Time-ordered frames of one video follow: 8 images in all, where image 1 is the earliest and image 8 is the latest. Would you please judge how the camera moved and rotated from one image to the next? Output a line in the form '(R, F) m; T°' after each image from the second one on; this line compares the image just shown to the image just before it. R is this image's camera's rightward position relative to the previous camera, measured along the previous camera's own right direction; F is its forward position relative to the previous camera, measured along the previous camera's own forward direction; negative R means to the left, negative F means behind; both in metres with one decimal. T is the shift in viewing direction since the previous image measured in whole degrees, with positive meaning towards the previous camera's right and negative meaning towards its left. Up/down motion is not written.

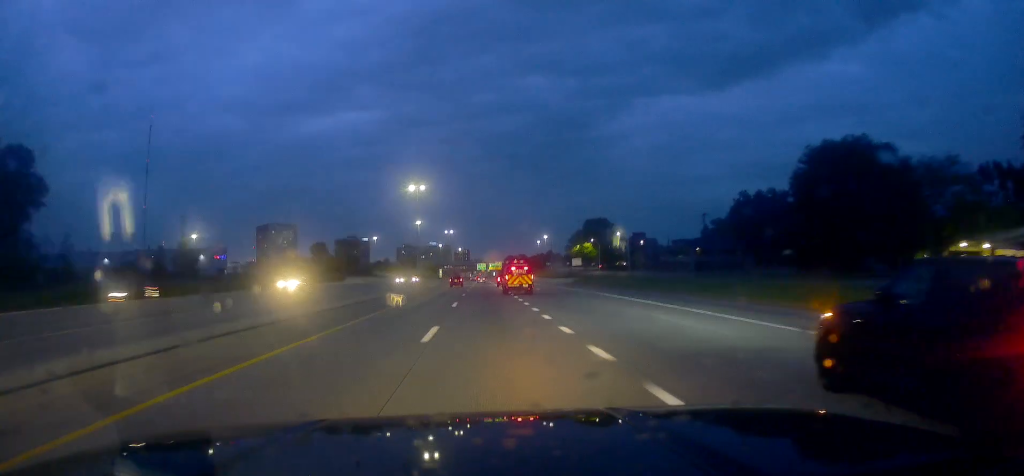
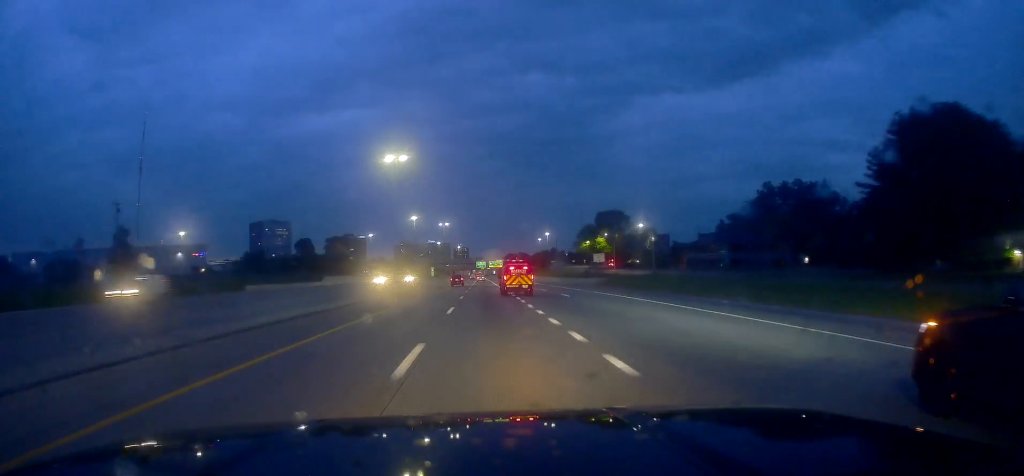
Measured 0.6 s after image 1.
(-0.7, +20.3) m; -1°
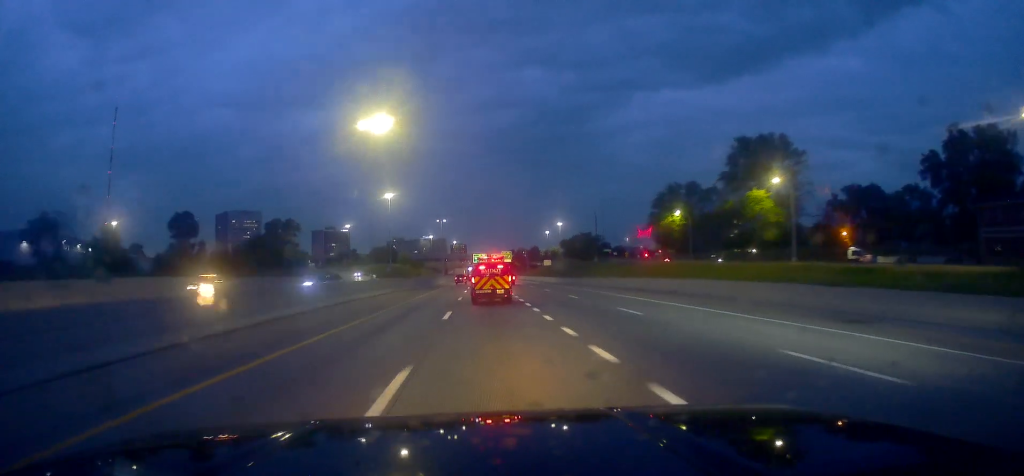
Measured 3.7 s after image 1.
(+0.9, +96.3) m; +1°
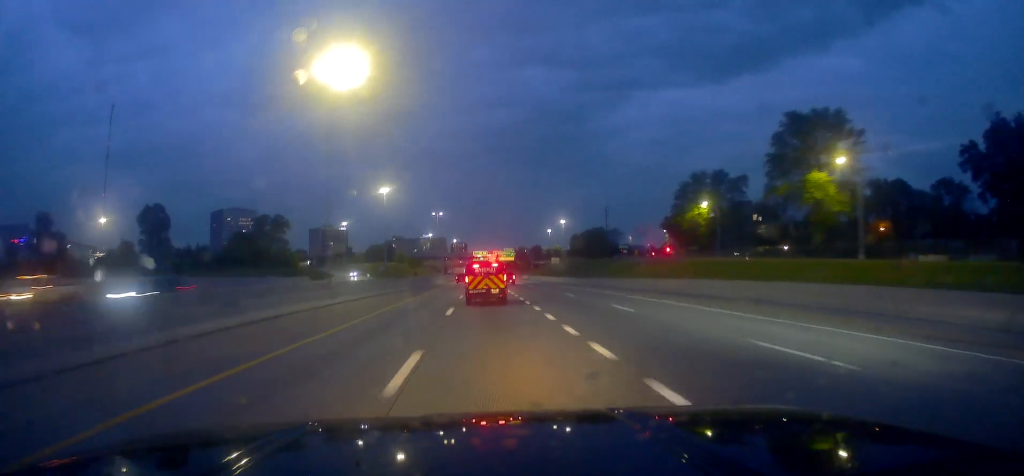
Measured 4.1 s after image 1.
(-0.1, +13.6) m; 0°
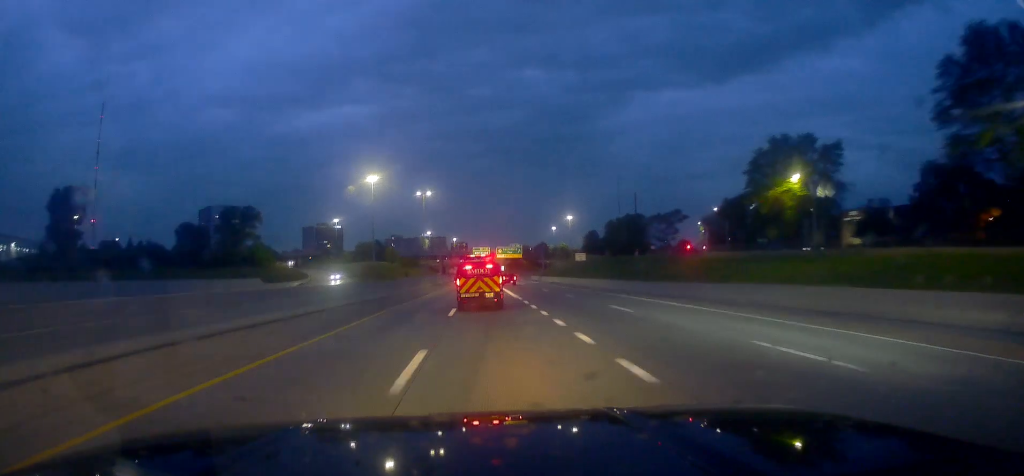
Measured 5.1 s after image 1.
(+0.6, +30.1) m; 0°
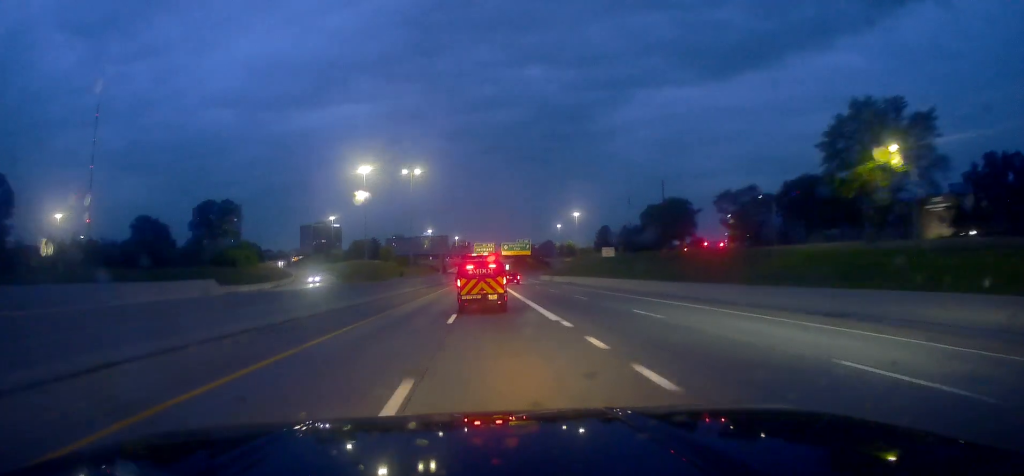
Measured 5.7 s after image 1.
(-0.4, +18.6) m; -1°
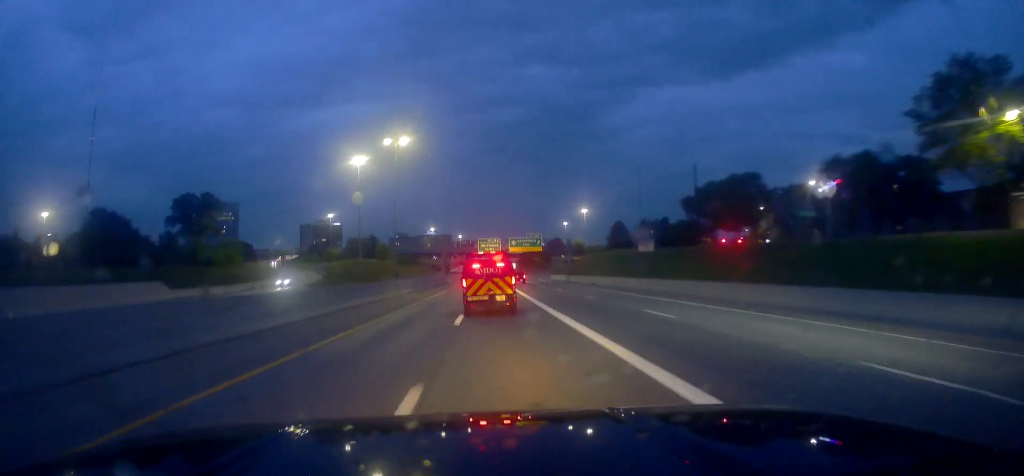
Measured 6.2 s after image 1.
(-0.1, +15.5) m; 0°
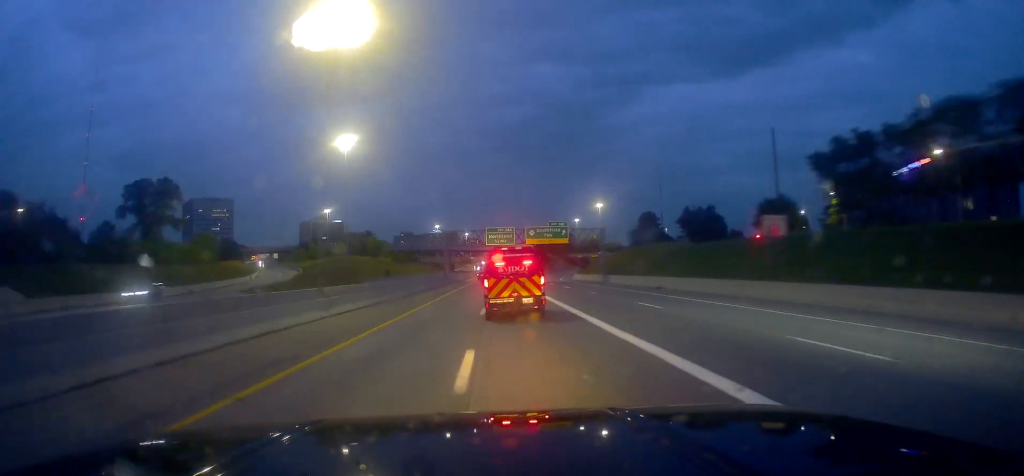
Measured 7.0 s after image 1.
(+0.1, +25.8) m; 0°
